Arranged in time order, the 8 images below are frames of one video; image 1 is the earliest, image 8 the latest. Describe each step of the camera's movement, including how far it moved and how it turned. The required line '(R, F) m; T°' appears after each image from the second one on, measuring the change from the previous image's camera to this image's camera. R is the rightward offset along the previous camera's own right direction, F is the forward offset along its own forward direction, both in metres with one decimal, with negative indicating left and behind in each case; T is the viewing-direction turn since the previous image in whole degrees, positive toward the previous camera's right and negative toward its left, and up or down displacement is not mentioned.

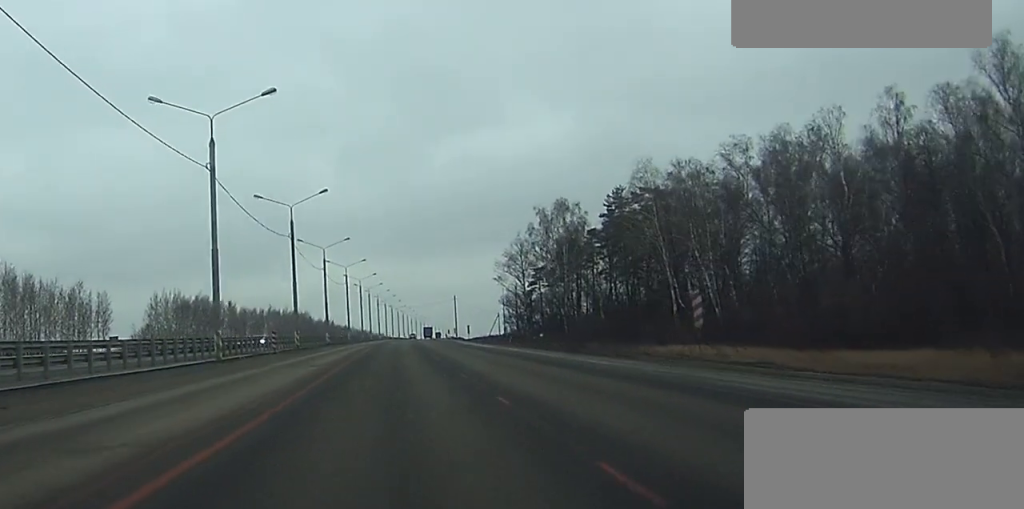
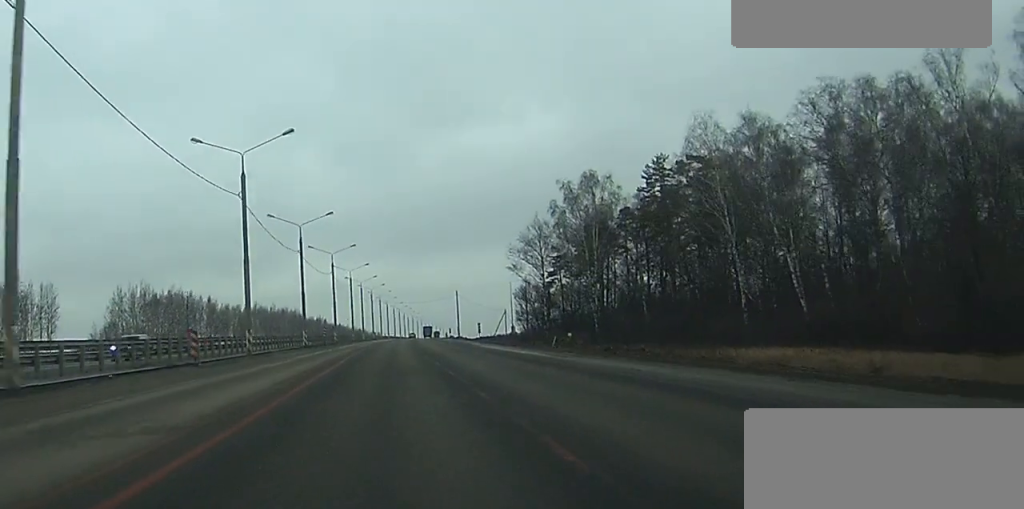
(0.0, +22.1) m; 0°
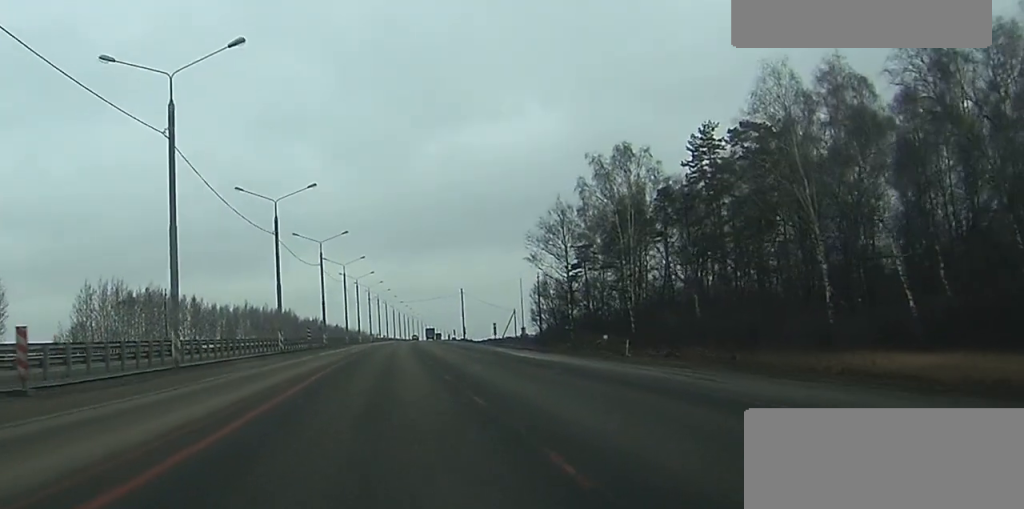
(0.0, +17.0) m; 0°
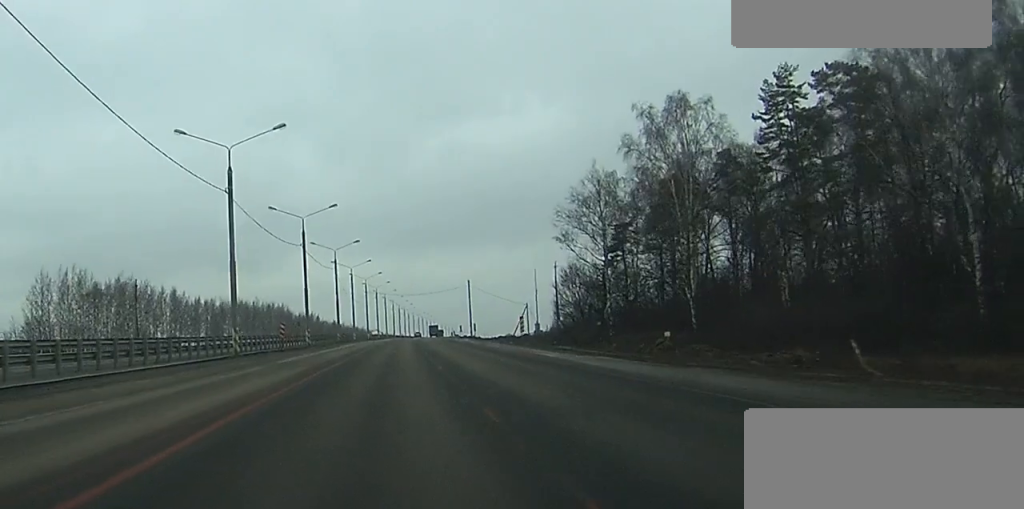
(0.0, +18.8) m; 0°
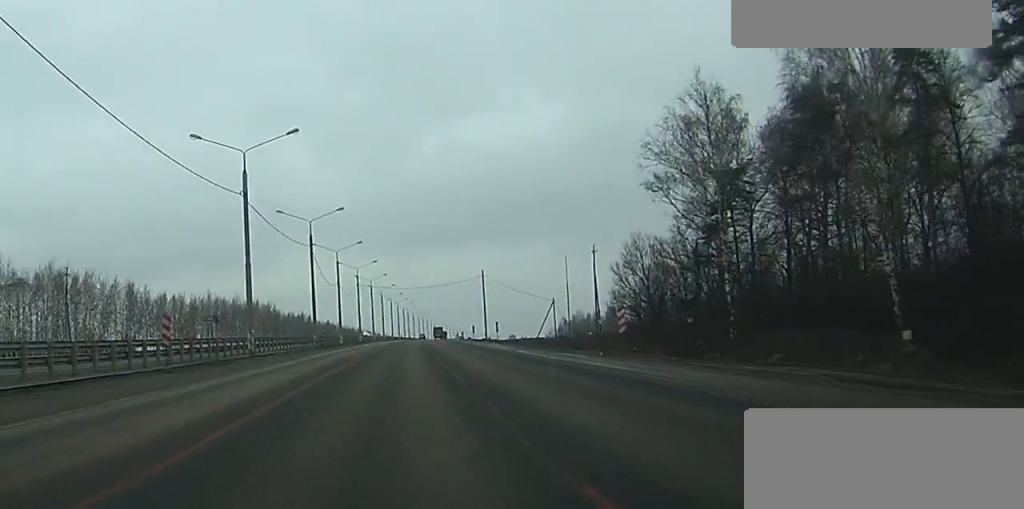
(+0.1, +31.0) m; 0°
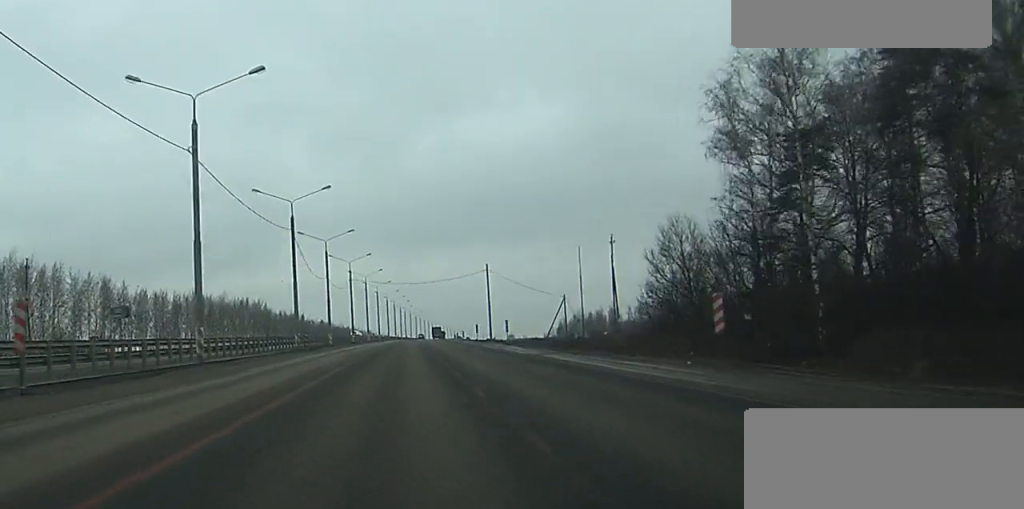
(0.0, +12.1) m; 0°
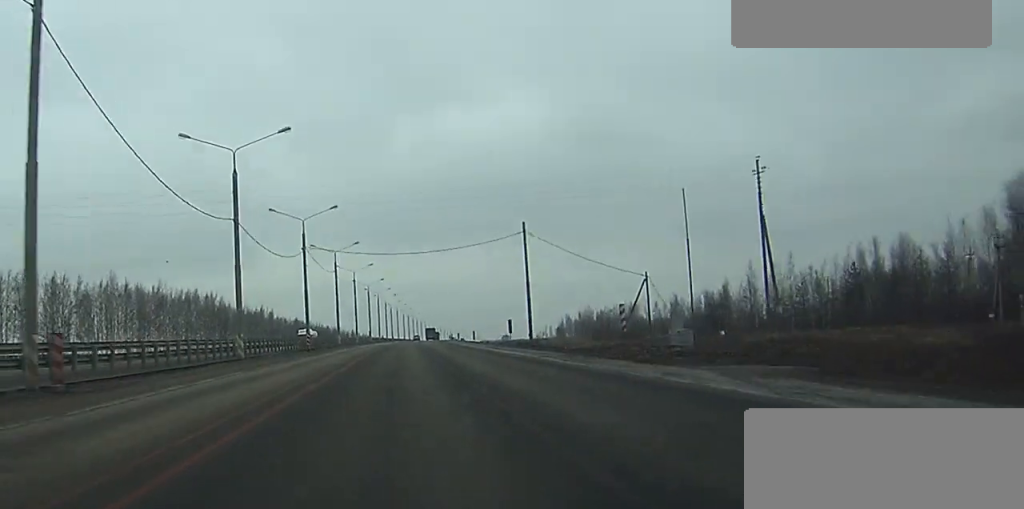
(0.0, +49.9) m; 0°
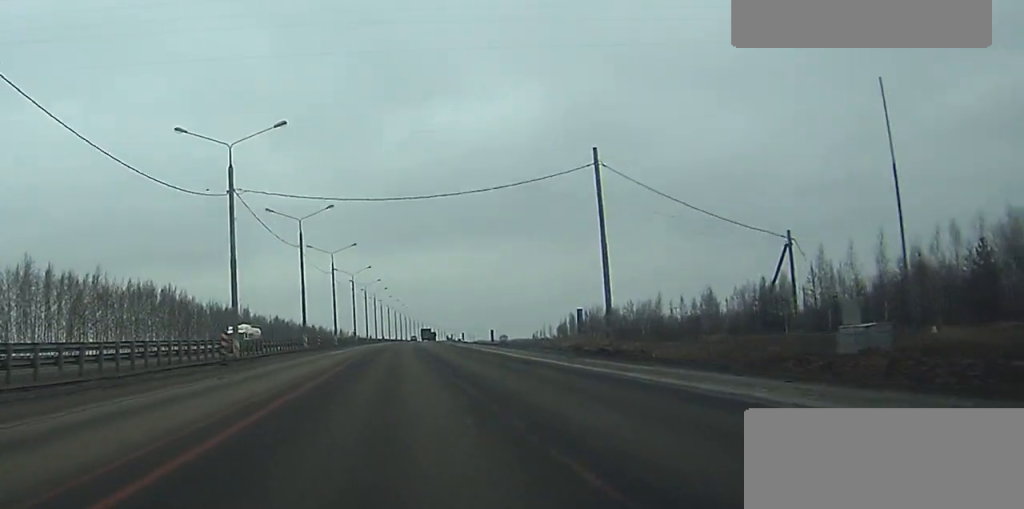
(+0.3, +33.1) m; +1°
